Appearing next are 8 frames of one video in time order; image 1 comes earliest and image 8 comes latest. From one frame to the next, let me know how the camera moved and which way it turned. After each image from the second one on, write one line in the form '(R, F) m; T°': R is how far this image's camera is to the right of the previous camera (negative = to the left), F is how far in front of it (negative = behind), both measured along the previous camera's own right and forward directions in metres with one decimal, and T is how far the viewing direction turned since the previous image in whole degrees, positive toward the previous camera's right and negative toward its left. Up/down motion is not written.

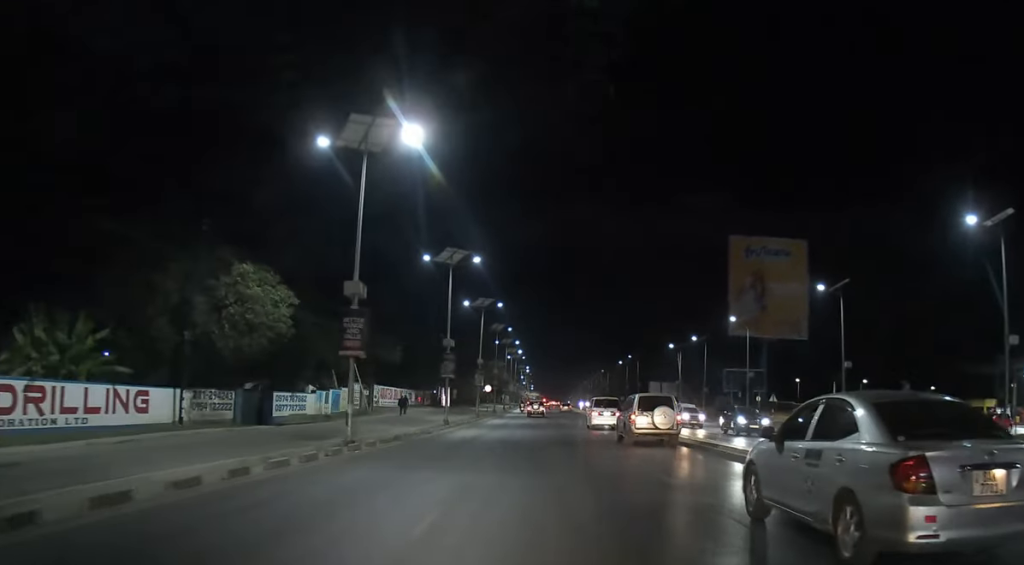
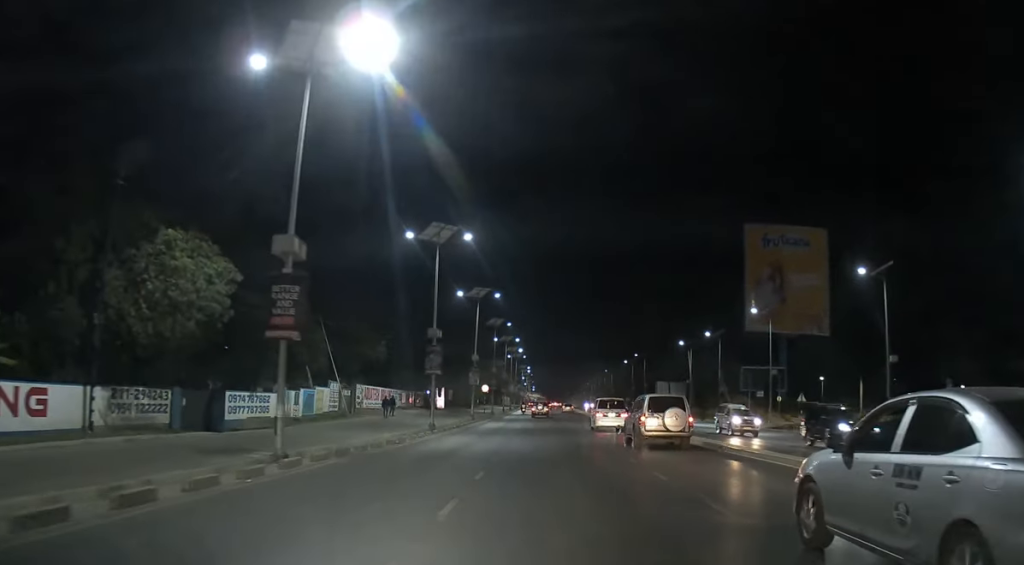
(0.0, +7.6) m; 0°
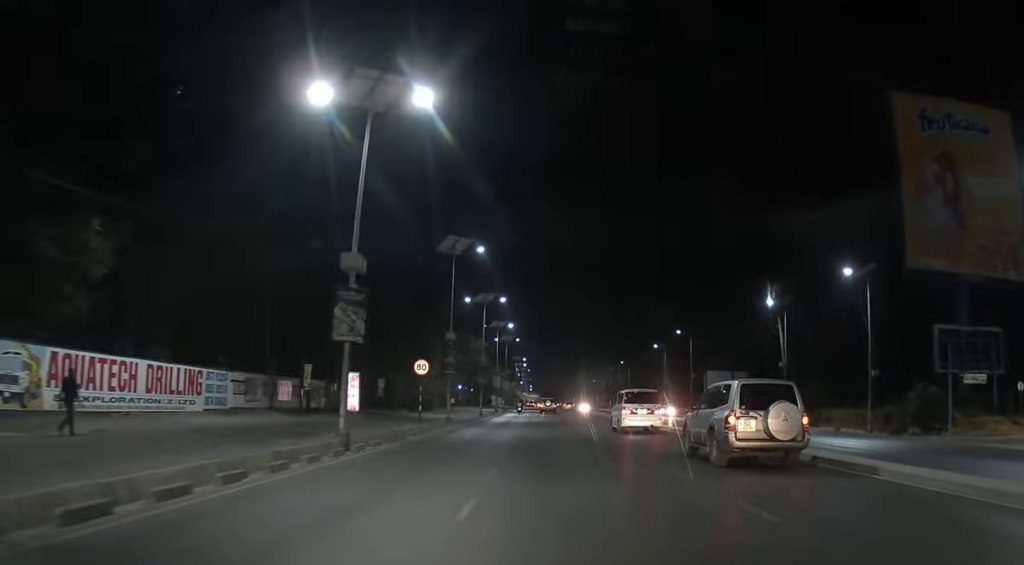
(+0.2, +45.7) m; +1°
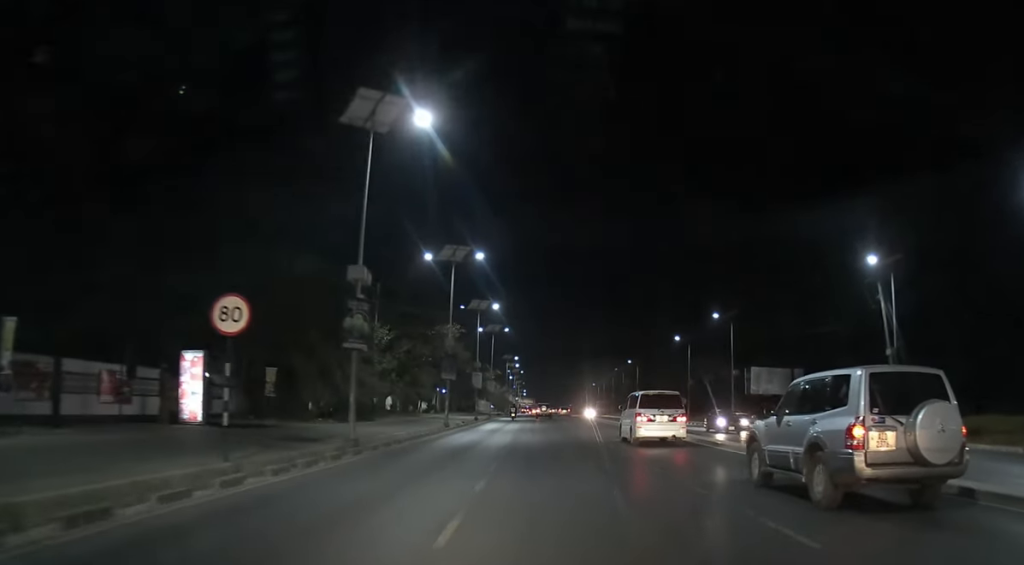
(+0.1, +24.0) m; 0°
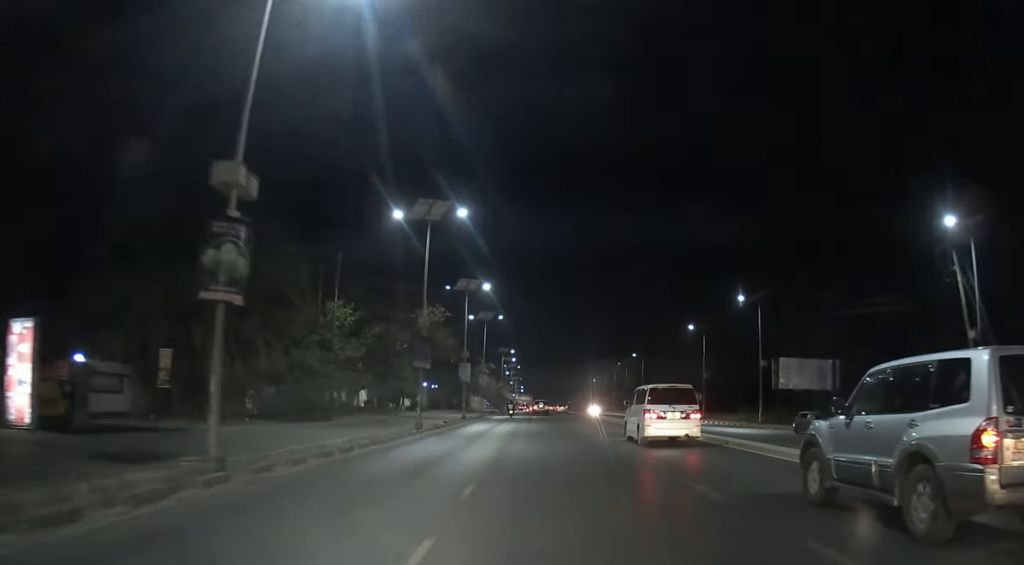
(0.0, +10.6) m; 0°
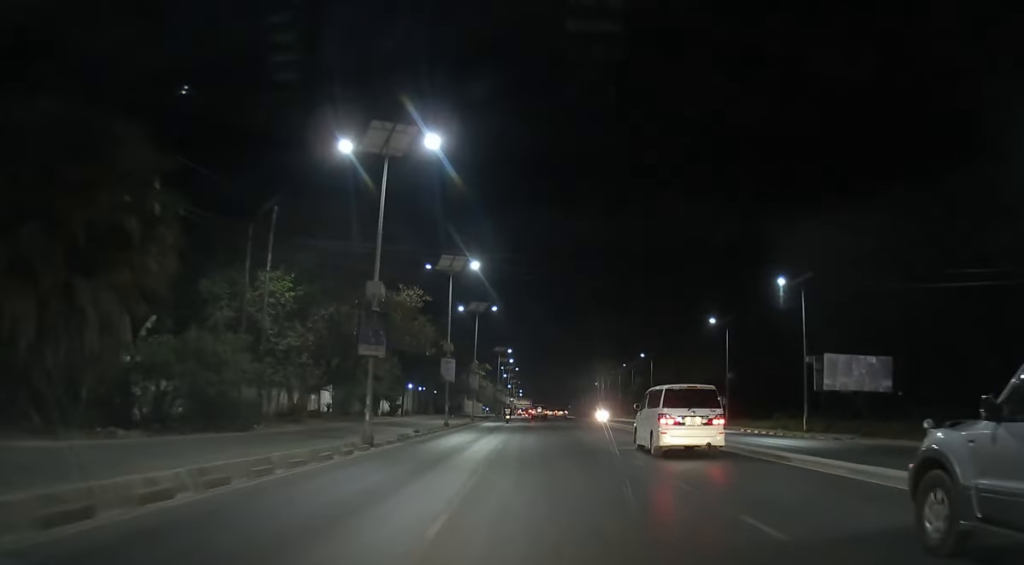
(0.0, +11.5) m; 0°
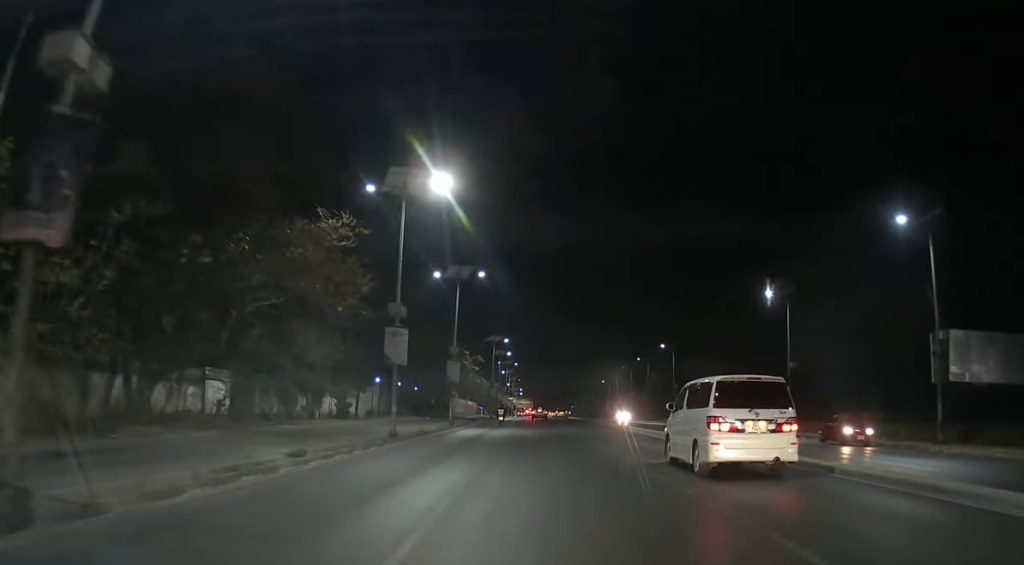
(0.0, +19.5) m; 0°
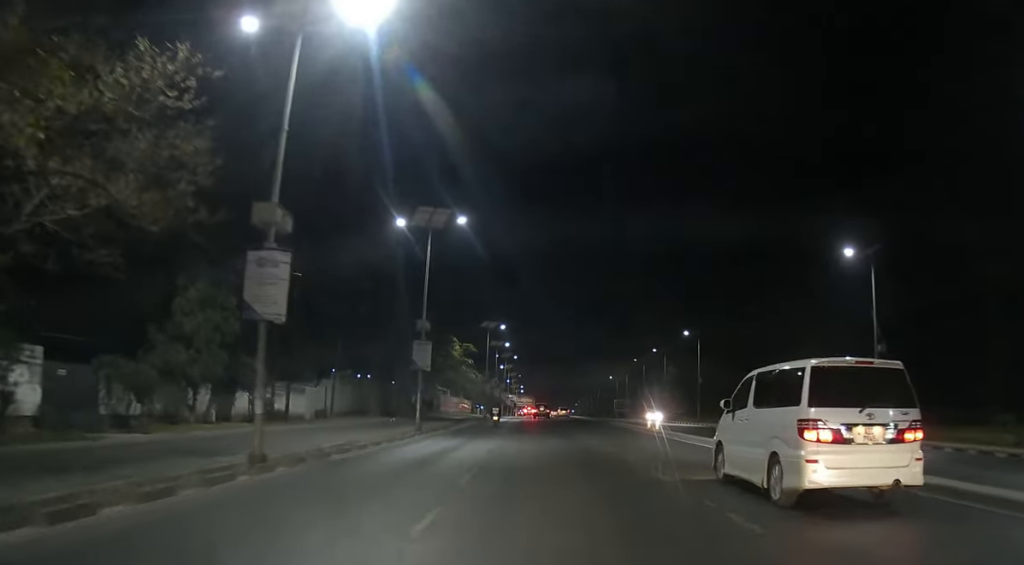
(0.0, +16.2) m; 0°
